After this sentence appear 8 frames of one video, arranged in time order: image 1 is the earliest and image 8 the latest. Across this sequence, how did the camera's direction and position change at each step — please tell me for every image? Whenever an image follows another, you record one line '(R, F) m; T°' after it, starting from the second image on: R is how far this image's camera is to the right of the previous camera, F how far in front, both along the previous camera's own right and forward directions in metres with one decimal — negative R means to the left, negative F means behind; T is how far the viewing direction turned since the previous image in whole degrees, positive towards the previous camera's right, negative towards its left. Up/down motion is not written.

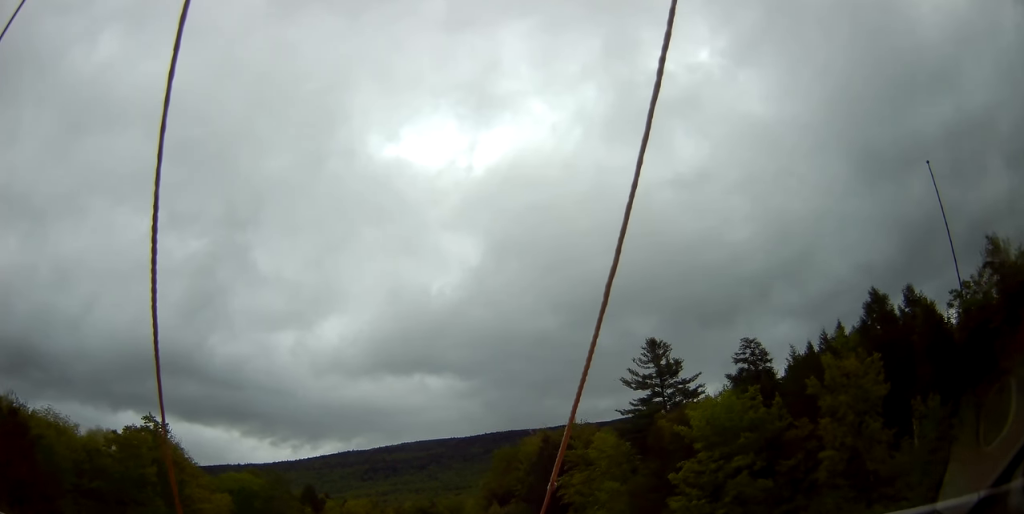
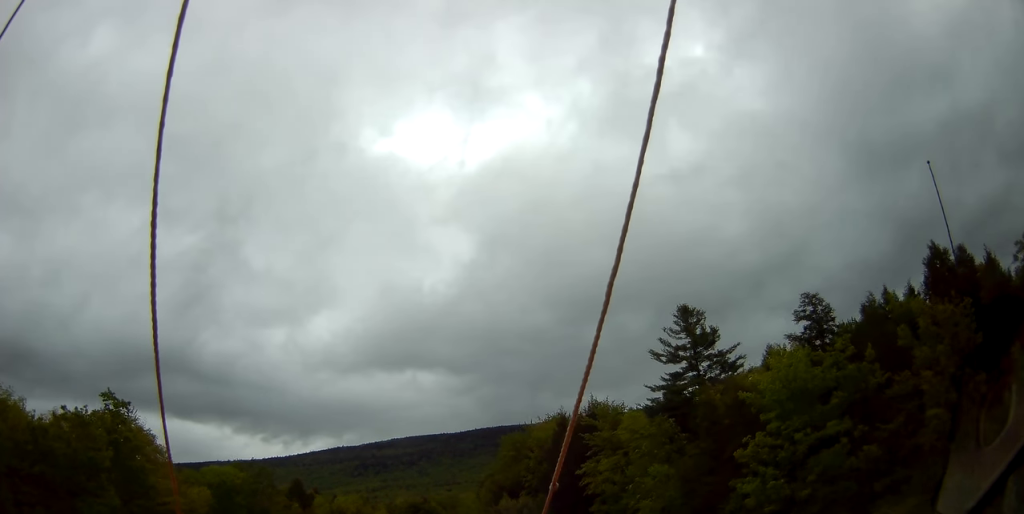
(0.0, +9.8) m; 0°
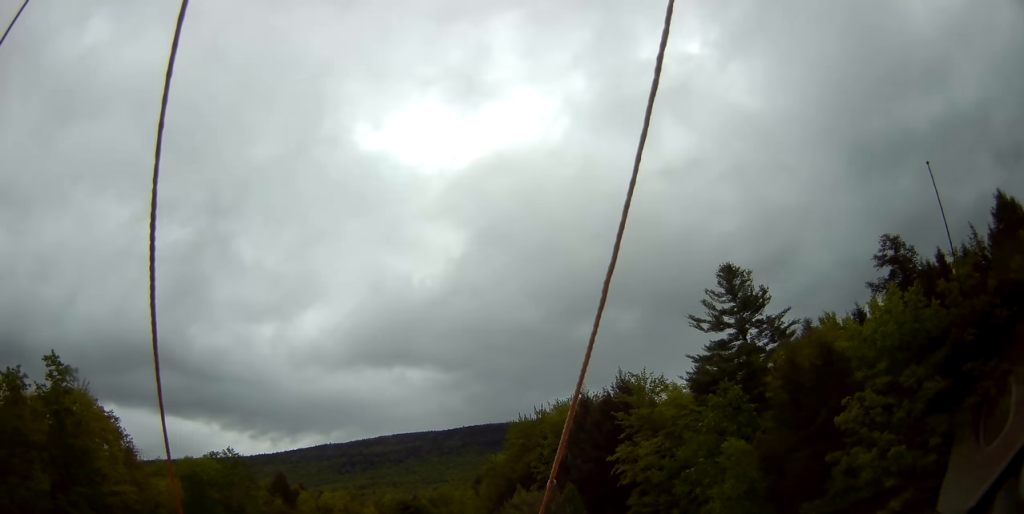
(0.0, +10.3) m; +1°
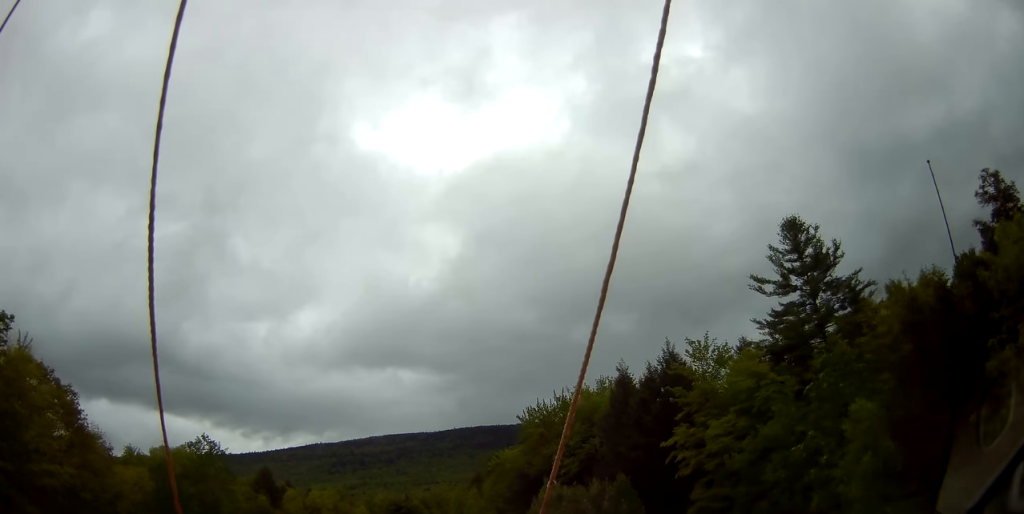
(+0.1, +10.4) m; +1°
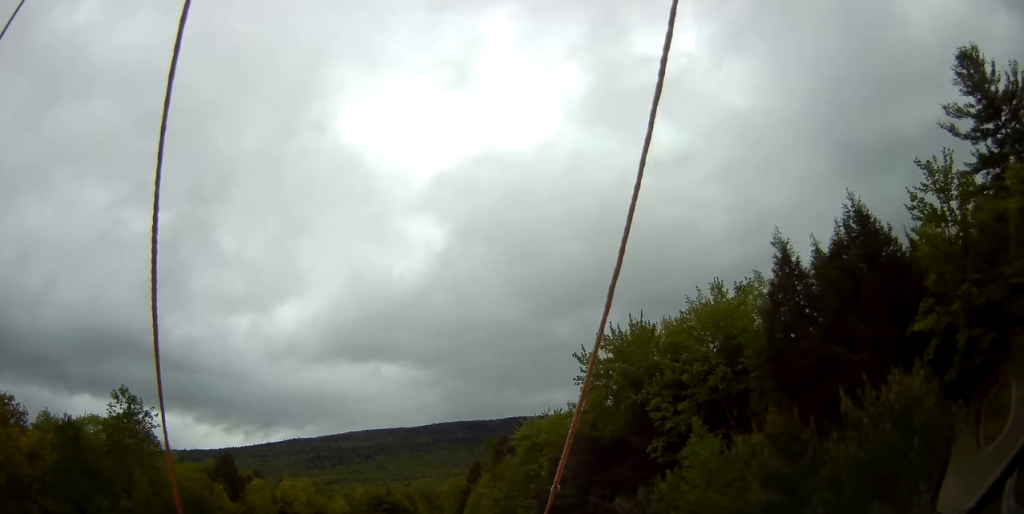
(+0.4, +23.3) m; +1°
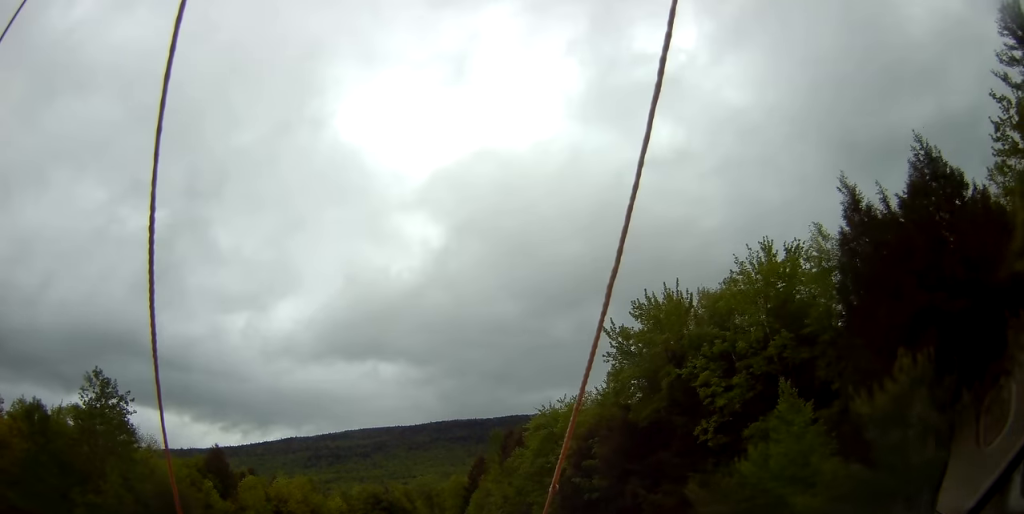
(0.0, +6.0) m; 0°
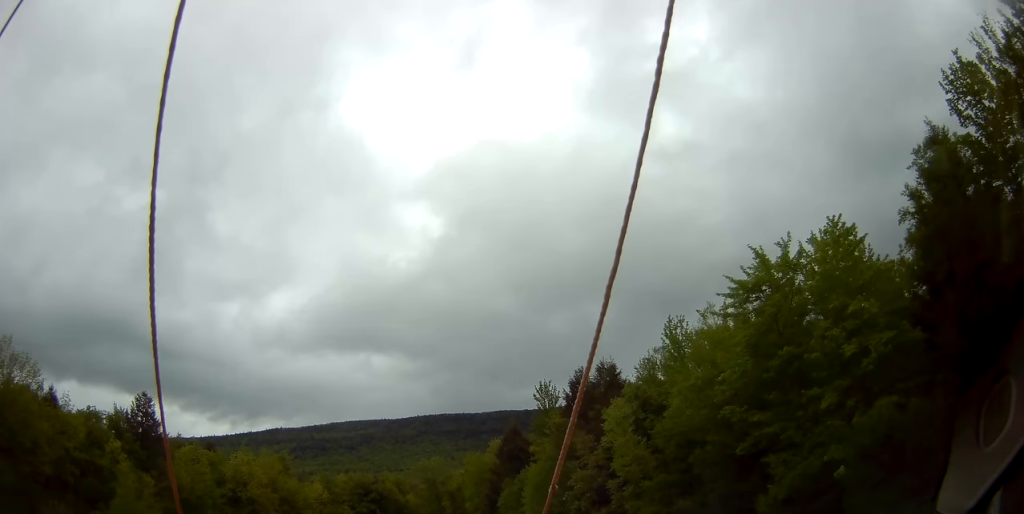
(+0.7, +35.5) m; +3°
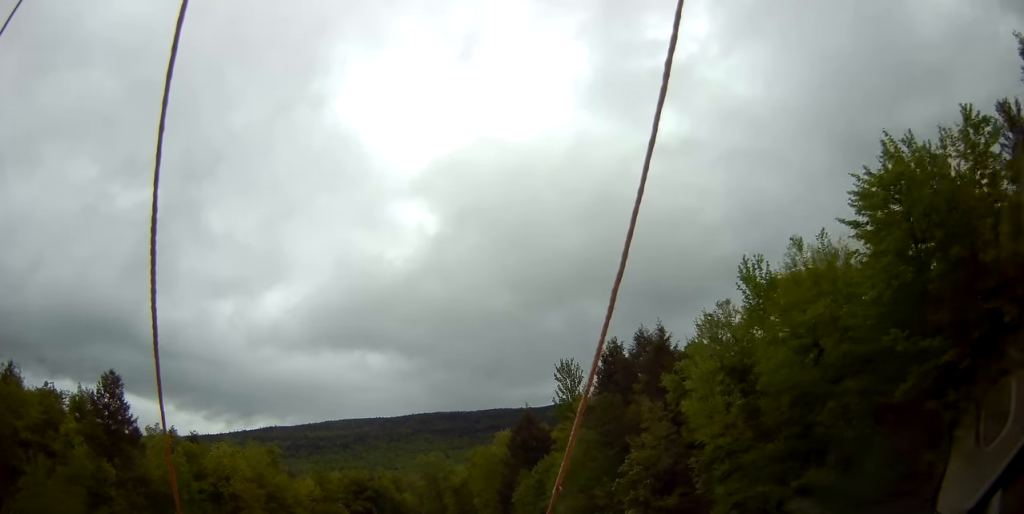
(+0.1, +10.2) m; 0°
